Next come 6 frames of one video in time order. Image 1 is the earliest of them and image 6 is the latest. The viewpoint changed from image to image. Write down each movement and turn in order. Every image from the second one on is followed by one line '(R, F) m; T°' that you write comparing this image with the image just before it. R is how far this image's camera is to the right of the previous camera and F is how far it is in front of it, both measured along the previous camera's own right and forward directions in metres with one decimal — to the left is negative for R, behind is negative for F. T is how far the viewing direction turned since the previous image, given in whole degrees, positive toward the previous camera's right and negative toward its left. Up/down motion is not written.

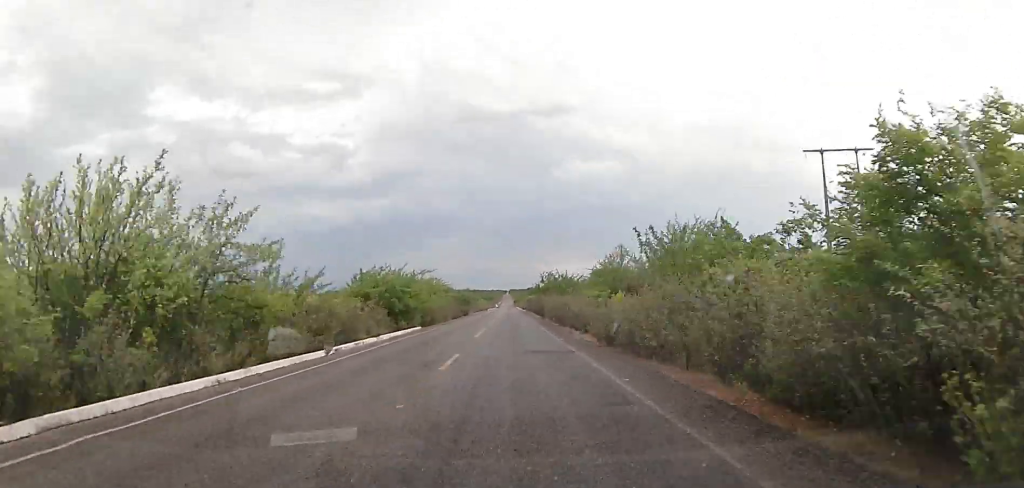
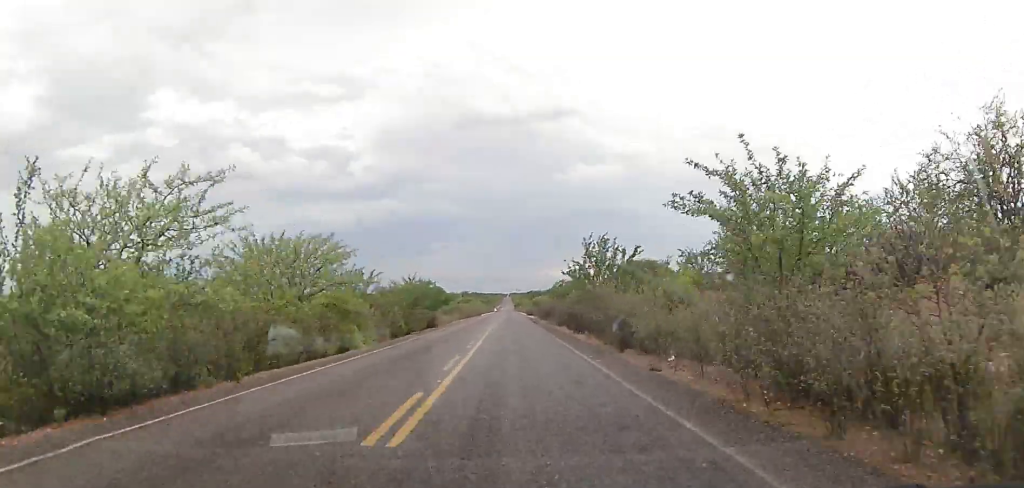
(-0.4, +41.3) m; 0°
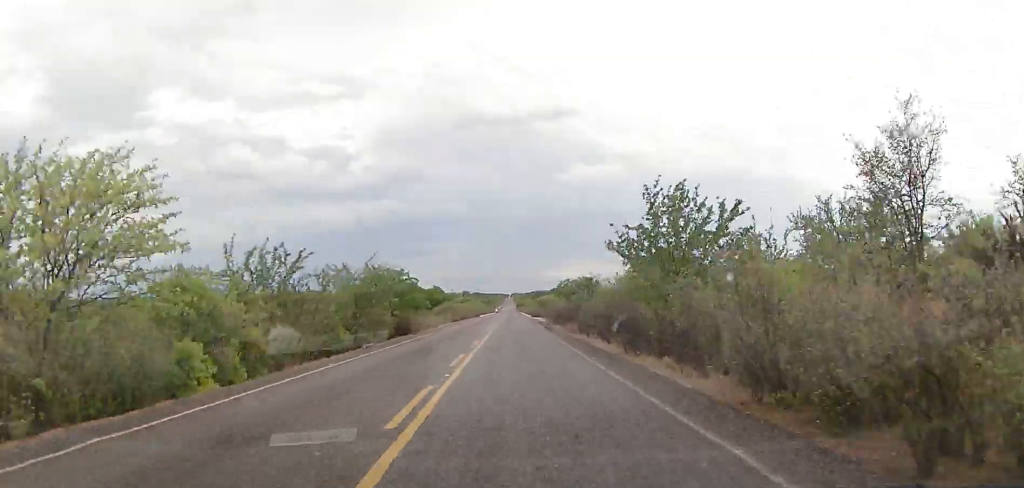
(+0.2, +14.3) m; 0°
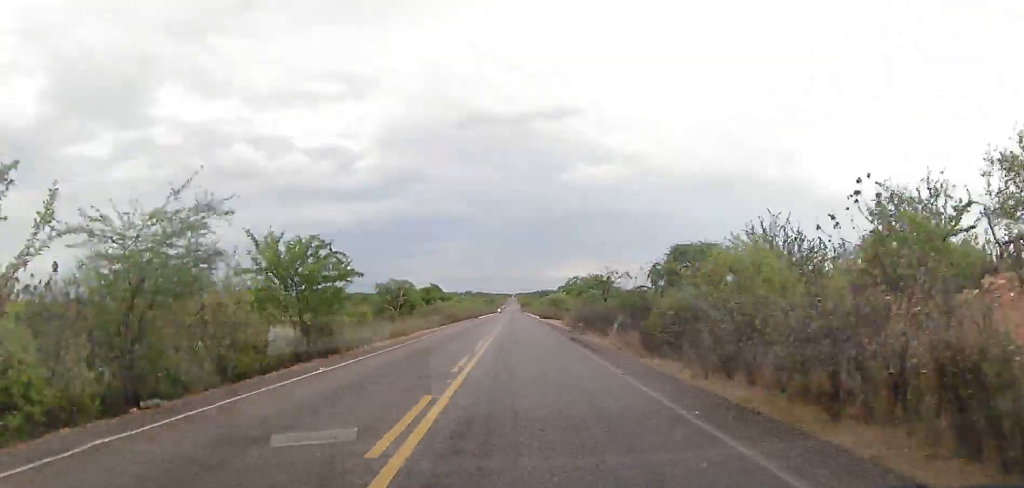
(0.0, +16.8) m; 0°
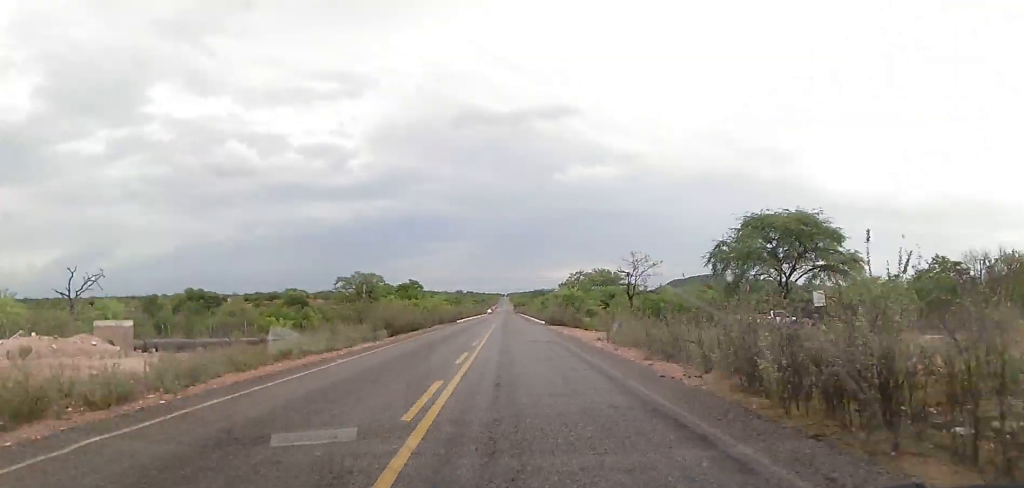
(0.0, +28.7) m; 0°
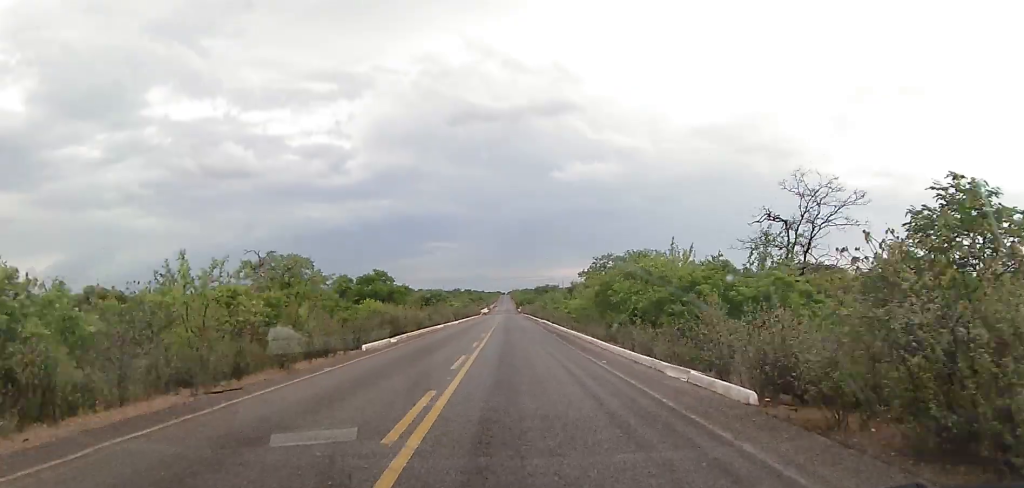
(0.0, +47.3) m; 0°
